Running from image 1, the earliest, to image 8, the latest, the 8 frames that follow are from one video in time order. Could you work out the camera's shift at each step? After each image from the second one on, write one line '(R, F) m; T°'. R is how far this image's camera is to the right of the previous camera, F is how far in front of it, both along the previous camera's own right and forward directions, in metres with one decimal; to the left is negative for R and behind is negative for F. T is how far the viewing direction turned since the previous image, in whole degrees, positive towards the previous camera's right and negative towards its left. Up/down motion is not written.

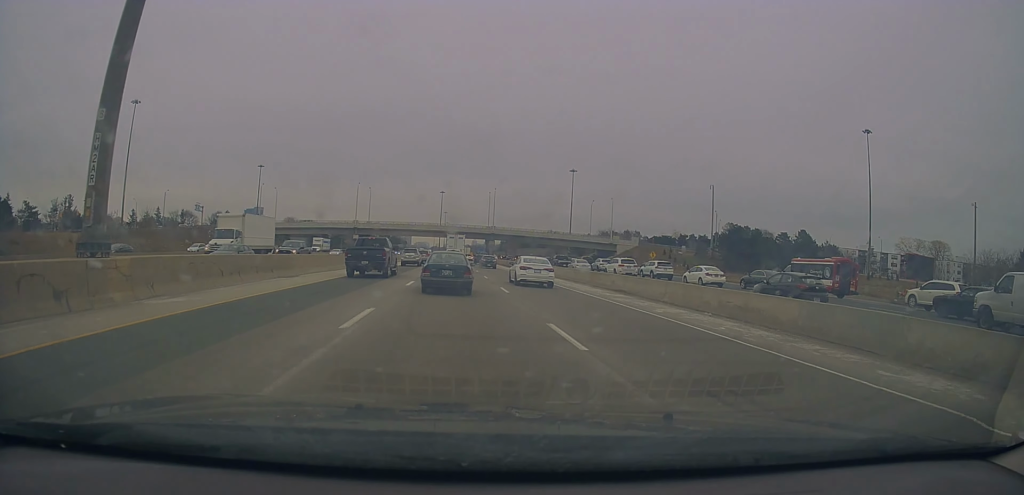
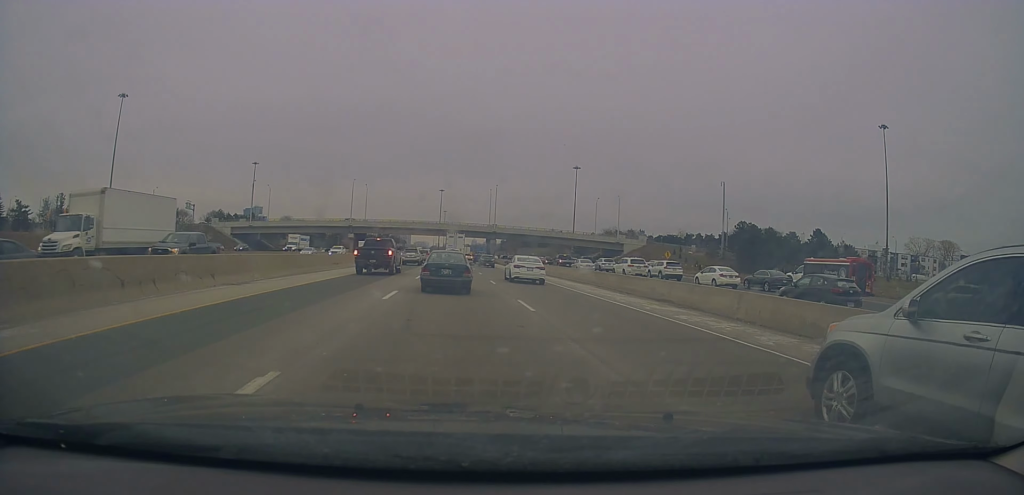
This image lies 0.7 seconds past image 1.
(+0.3, +6.7) m; 0°
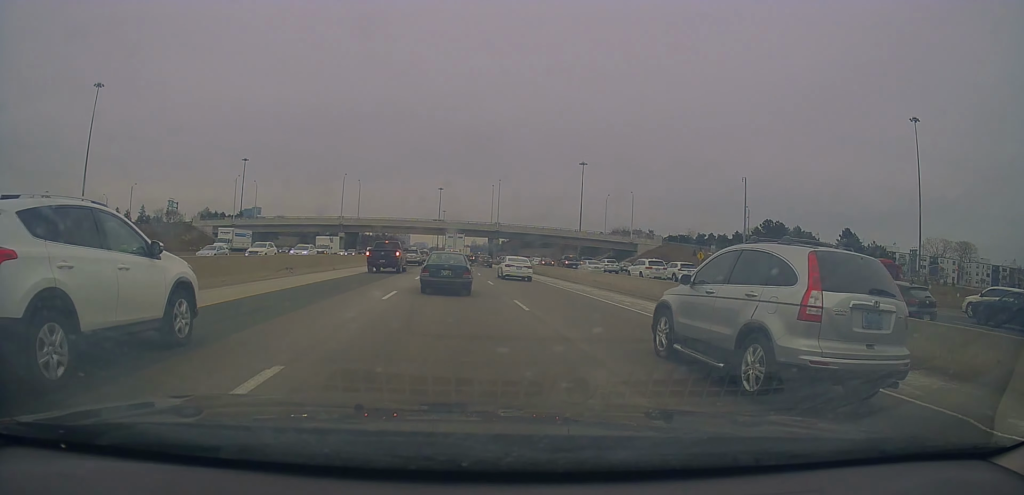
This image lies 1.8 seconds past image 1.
(-0.1, +11.9) m; -3°
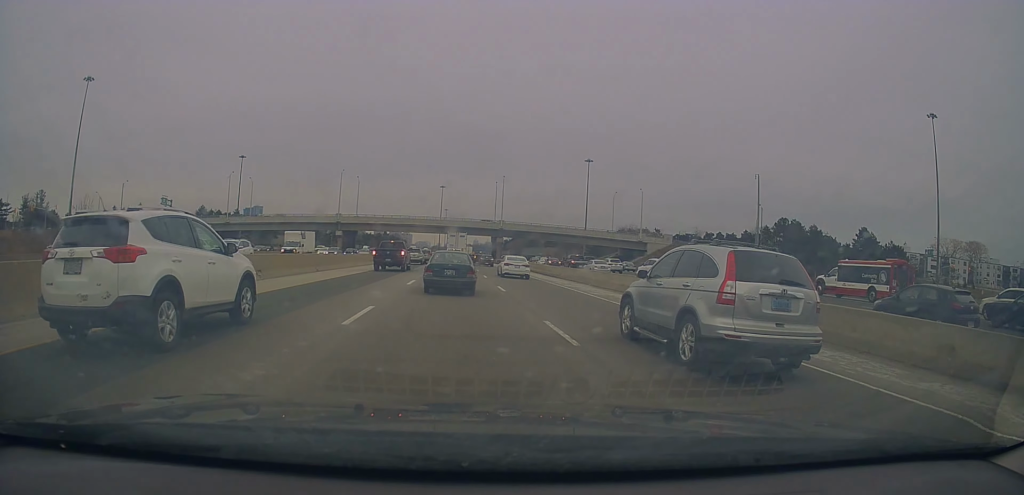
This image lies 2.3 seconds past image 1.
(-0.1, +5.3) m; -1°
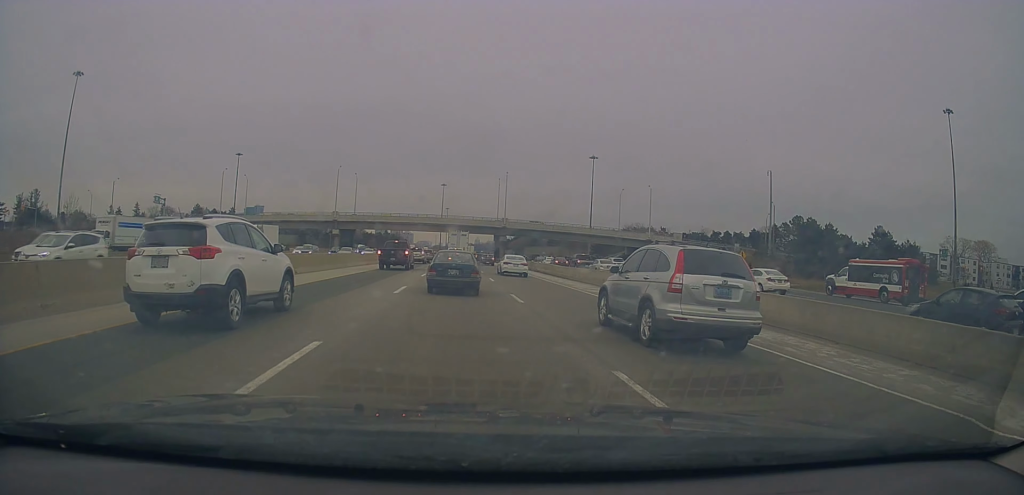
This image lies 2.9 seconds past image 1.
(-0.1, +5.7) m; +1°
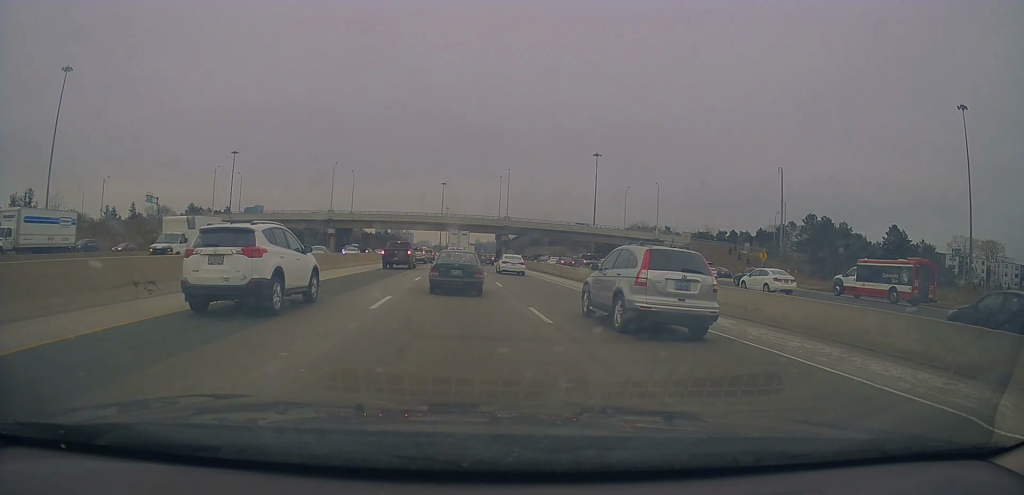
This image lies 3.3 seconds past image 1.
(0.0, +4.8) m; +1°
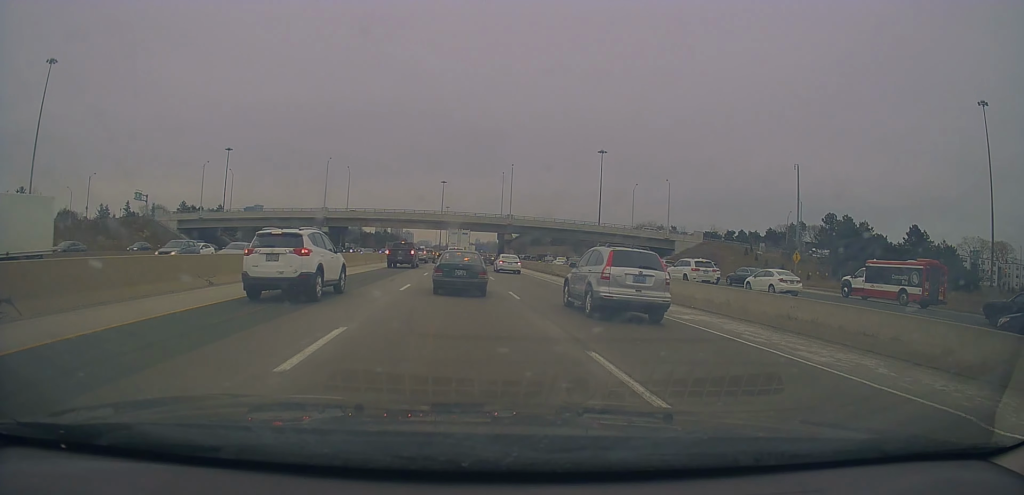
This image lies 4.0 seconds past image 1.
(+0.2, +7.3) m; +1°
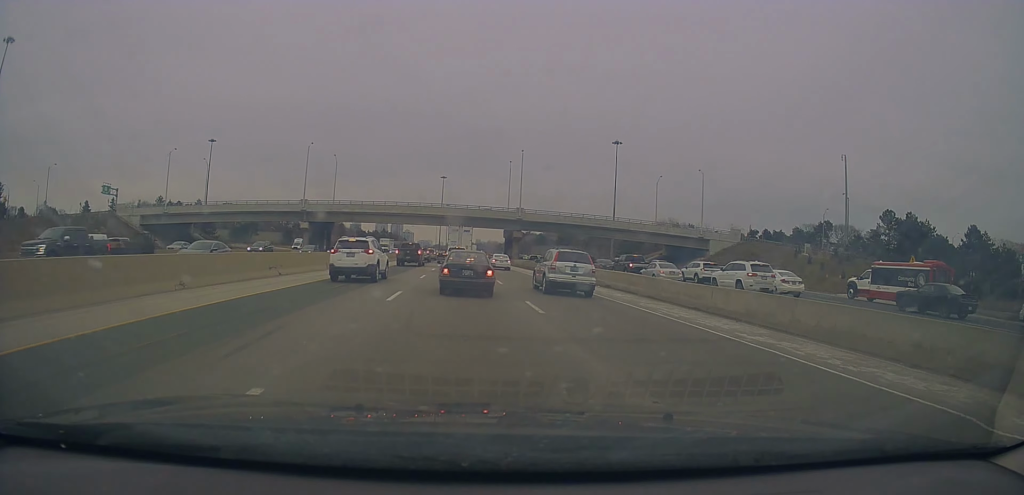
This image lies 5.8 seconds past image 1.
(+0.1, +16.4) m; +1°
